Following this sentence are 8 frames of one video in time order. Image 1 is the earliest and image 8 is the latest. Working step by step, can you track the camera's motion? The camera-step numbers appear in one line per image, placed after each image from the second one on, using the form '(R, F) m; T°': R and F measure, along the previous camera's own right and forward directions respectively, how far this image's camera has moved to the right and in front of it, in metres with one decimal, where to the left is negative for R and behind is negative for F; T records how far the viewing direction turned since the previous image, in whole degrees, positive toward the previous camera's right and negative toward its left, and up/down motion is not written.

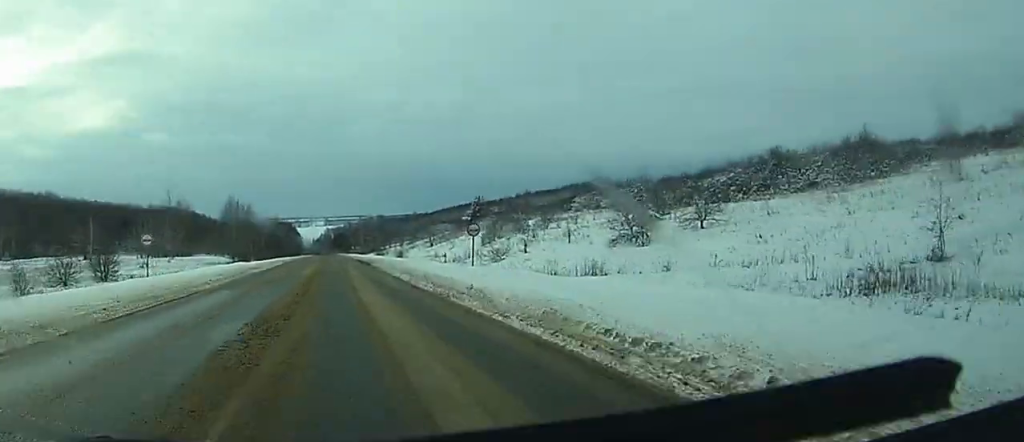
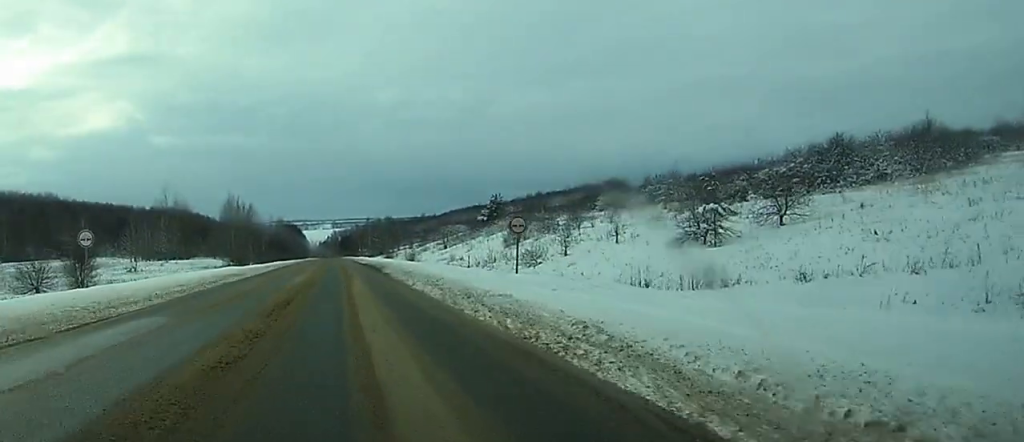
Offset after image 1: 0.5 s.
(0.0, +11.8) m; +1°
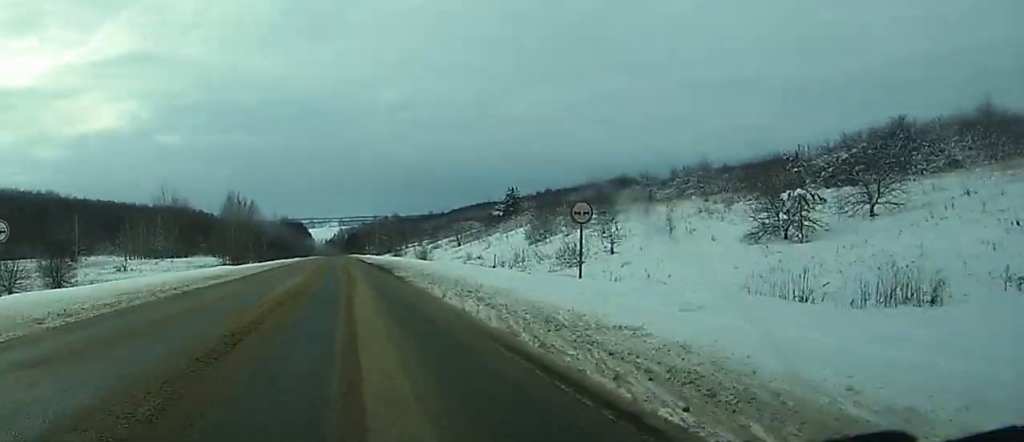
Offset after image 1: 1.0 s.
(+0.1, +9.5) m; 0°
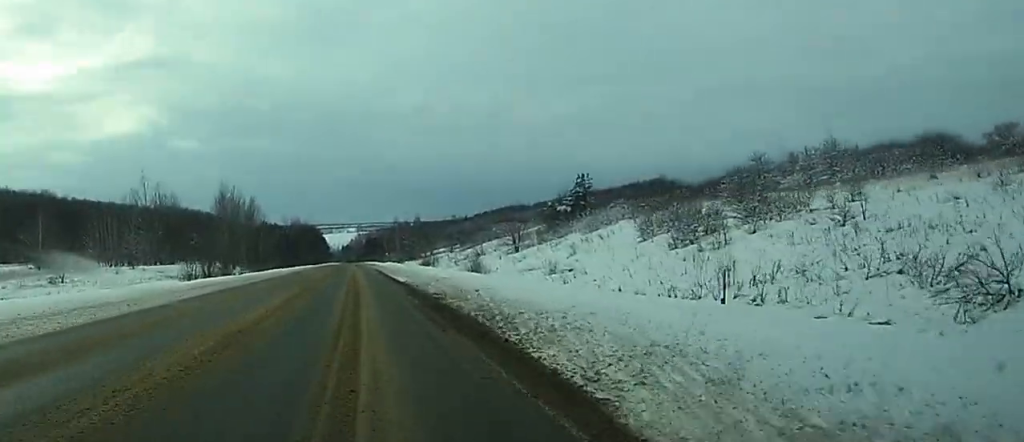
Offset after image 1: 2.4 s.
(-0.3, +32.3) m; -1°
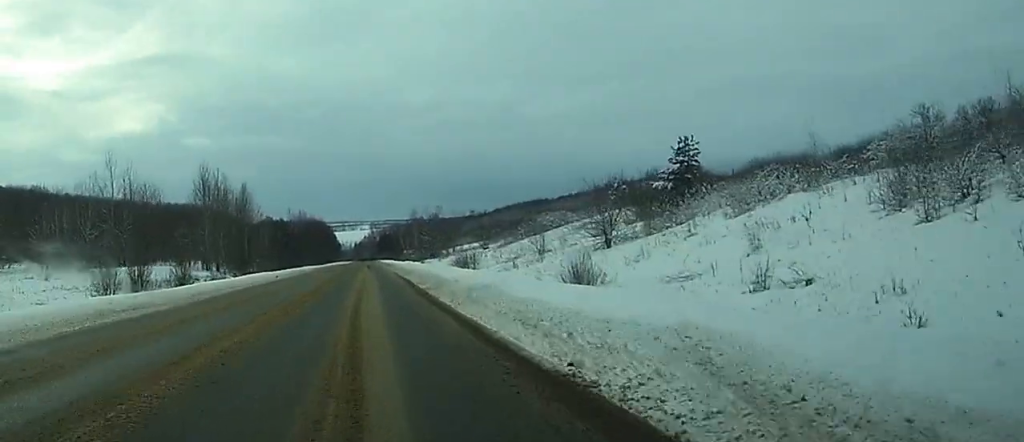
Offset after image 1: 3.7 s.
(-0.2, +29.1) m; -1°
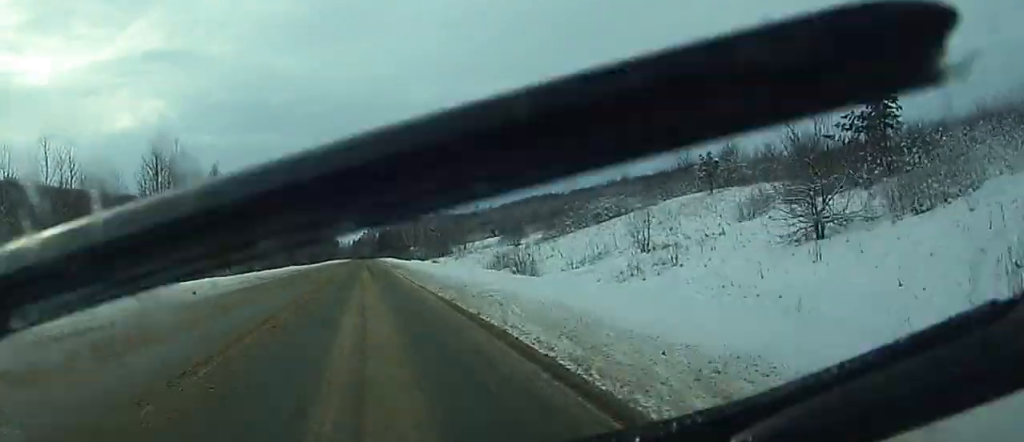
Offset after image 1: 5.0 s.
(-0.5, +28.4) m; -1°
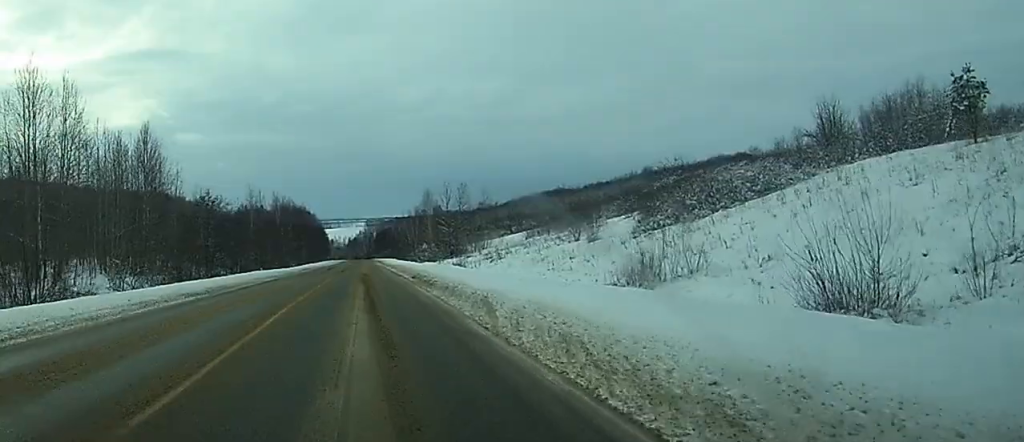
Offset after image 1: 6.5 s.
(-0.1, +36.9) m; 0°
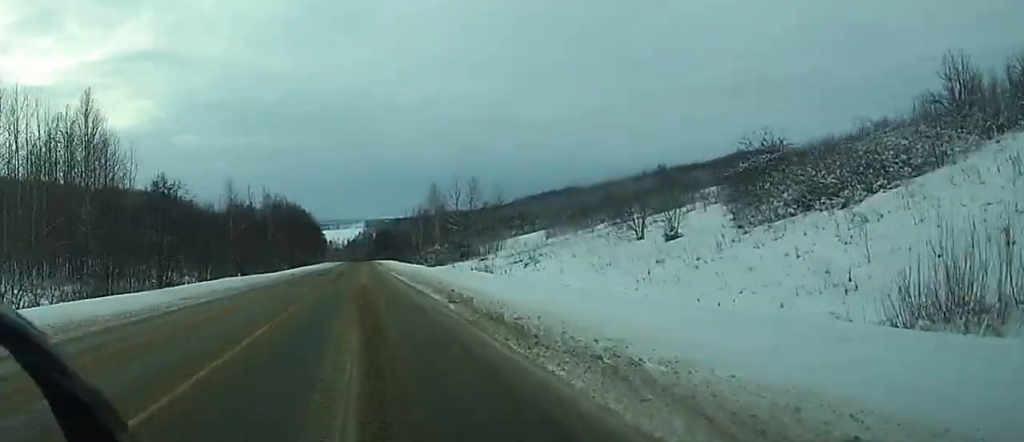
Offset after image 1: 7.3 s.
(0.0, +18.2) m; 0°
